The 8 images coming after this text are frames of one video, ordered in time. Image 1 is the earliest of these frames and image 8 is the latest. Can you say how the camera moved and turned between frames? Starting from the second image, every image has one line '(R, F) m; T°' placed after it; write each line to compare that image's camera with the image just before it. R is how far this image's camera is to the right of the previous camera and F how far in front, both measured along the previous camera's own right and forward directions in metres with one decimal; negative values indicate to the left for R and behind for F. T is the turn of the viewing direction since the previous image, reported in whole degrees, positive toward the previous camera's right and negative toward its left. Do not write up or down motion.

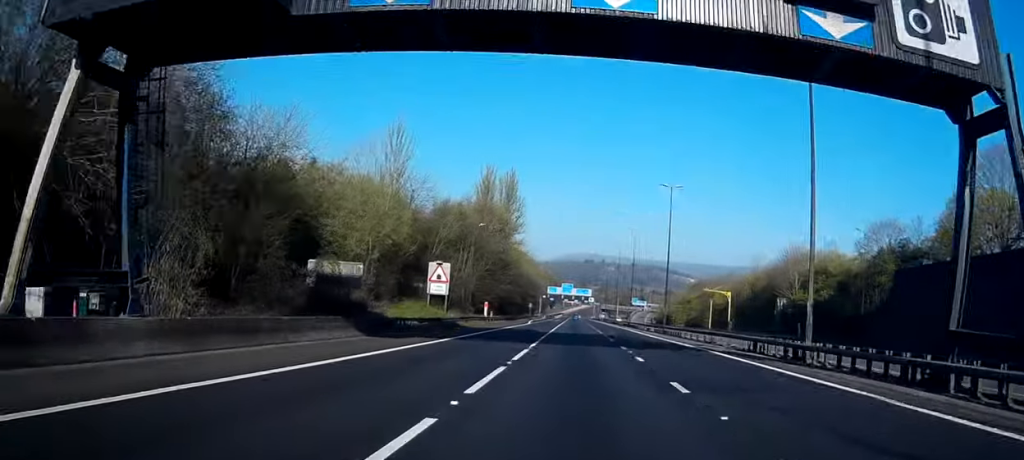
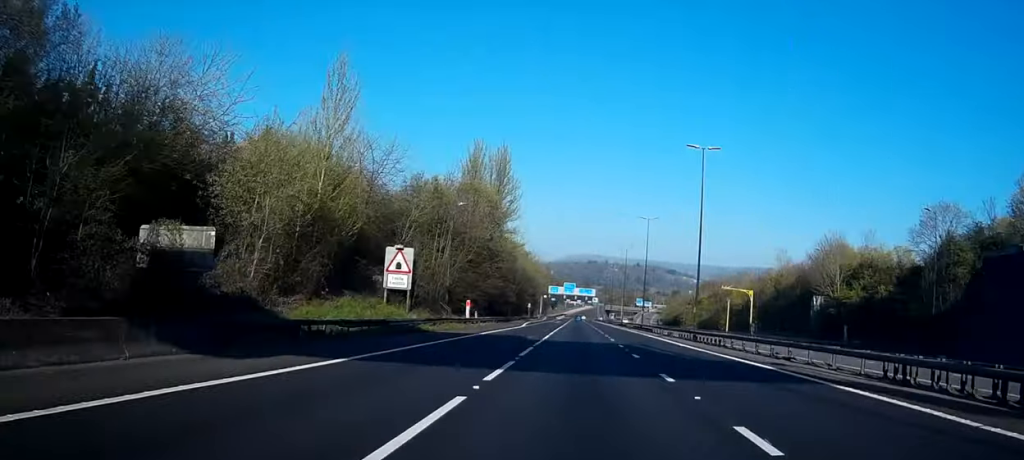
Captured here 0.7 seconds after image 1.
(-0.4, +16.6) m; -1°
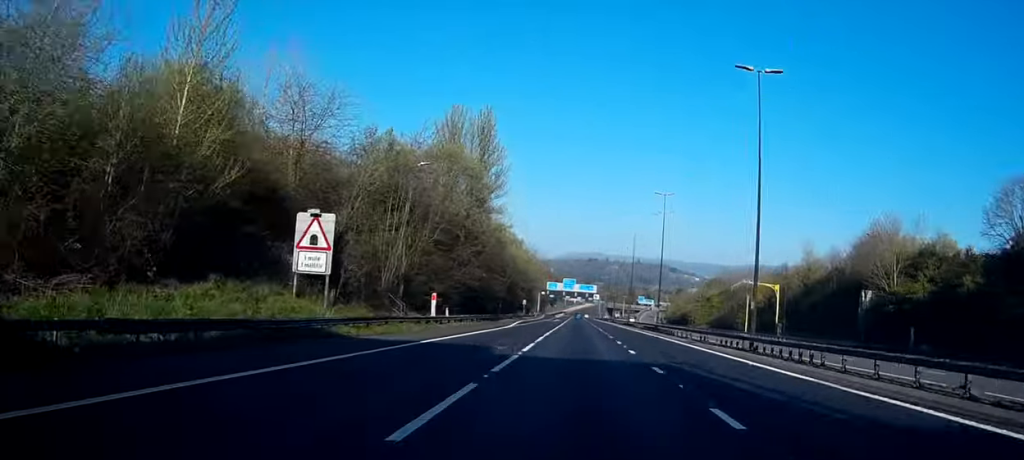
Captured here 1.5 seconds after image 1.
(-0.2, +16.3) m; -1°
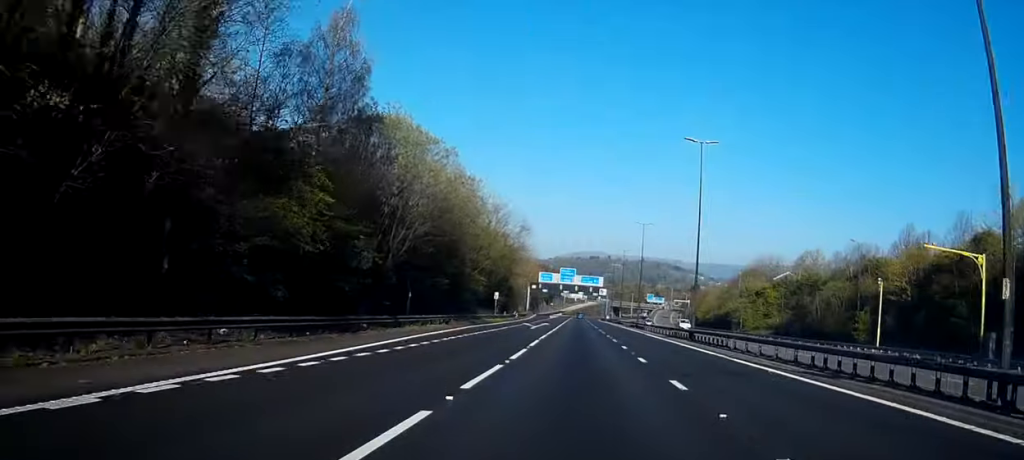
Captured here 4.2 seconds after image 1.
(-0.7, +54.7) m; -1°
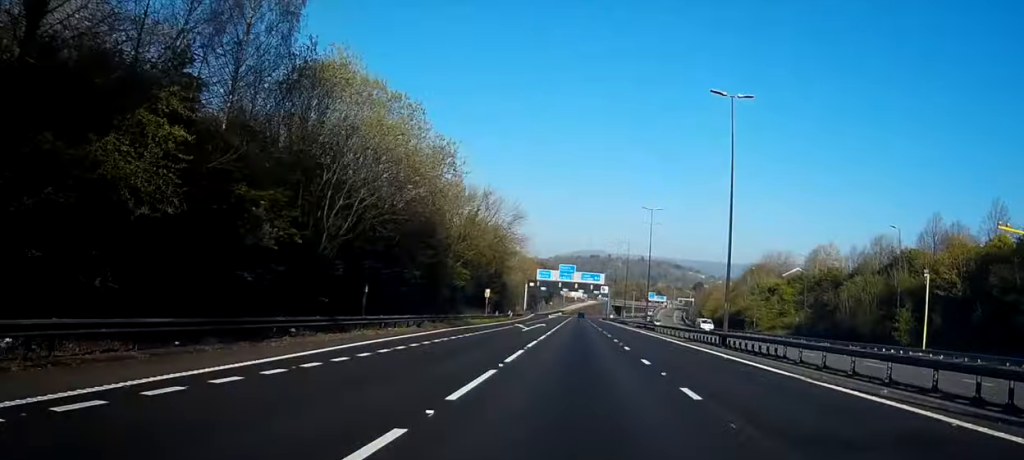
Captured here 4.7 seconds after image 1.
(-0.1, +10.0) m; 0°
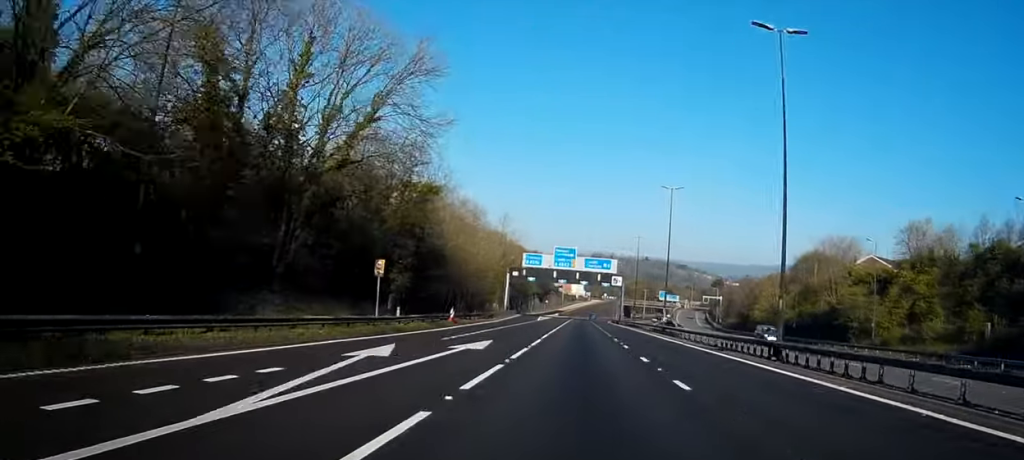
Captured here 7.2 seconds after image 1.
(+0.3, +51.9) m; +1°
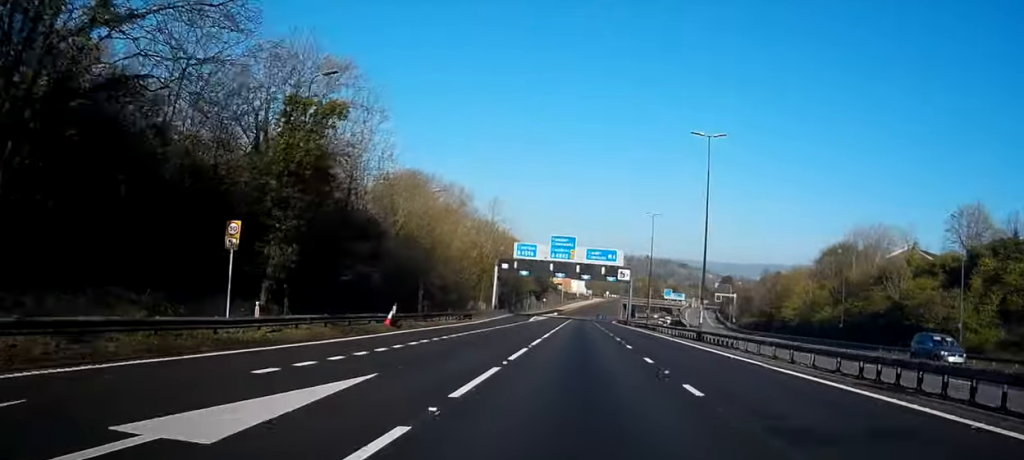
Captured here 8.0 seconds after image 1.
(0.0, +19.1) m; 0°
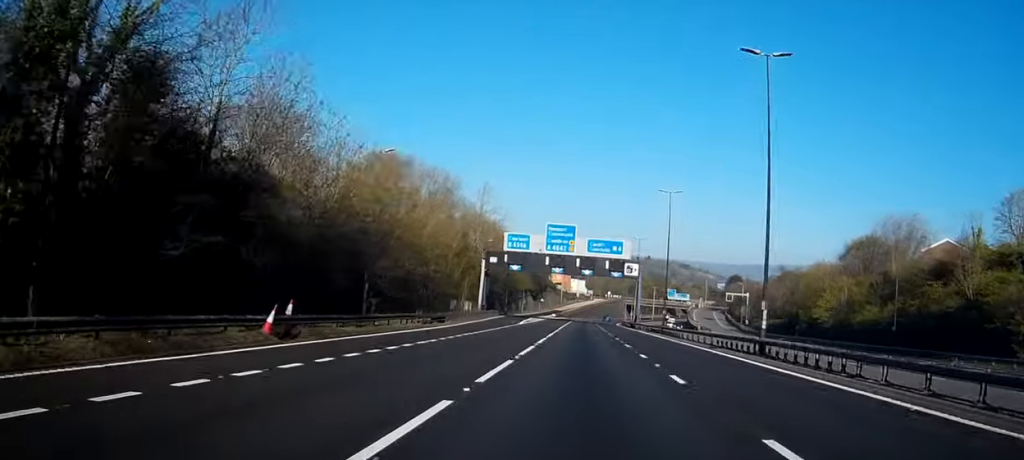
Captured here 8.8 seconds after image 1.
(0.0, +15.4) m; 0°
